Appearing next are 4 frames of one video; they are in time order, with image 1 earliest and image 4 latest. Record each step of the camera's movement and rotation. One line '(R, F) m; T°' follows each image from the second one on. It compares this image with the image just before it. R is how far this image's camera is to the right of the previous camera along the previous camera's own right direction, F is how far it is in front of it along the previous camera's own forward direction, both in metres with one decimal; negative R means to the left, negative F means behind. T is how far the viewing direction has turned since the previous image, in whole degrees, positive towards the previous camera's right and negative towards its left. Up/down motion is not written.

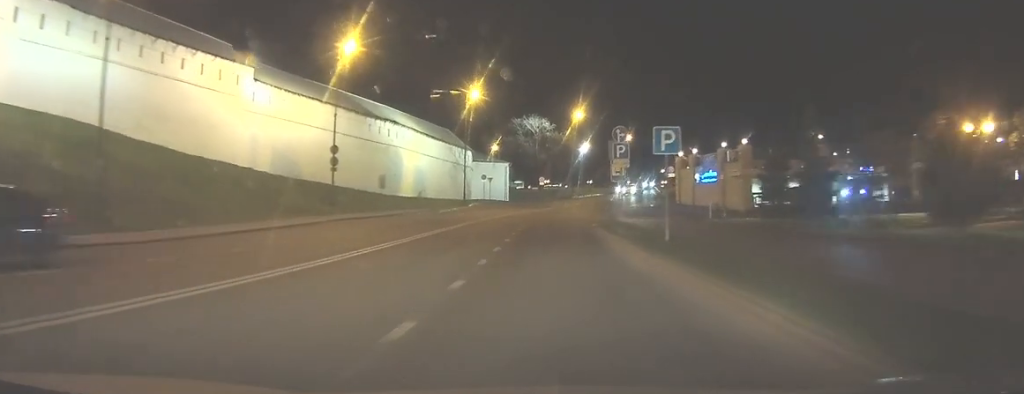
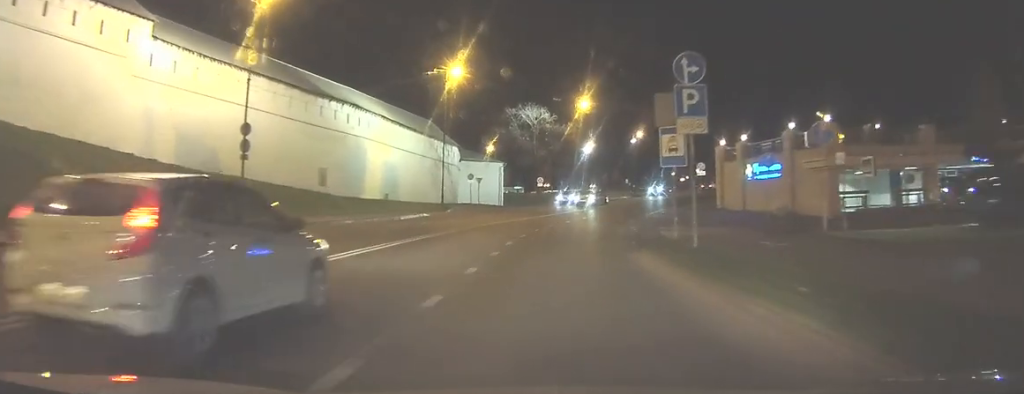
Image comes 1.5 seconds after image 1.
(-0.1, +14.2) m; 0°
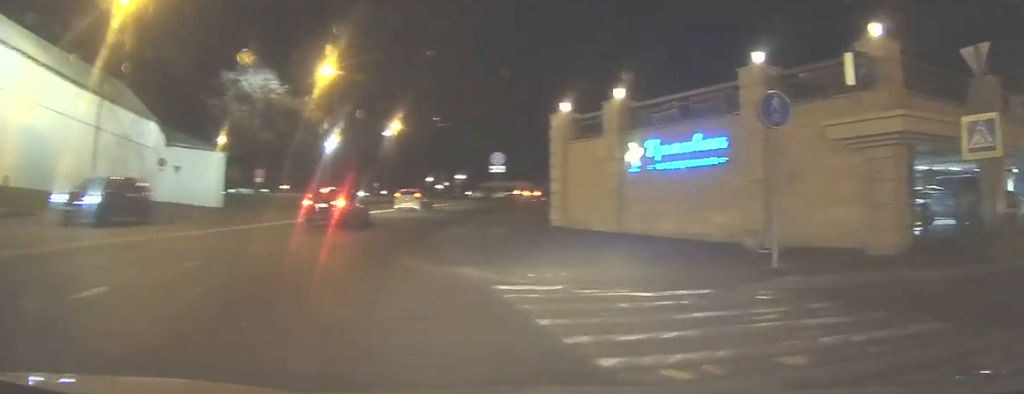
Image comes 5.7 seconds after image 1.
(+2.9, +22.8) m; +35°
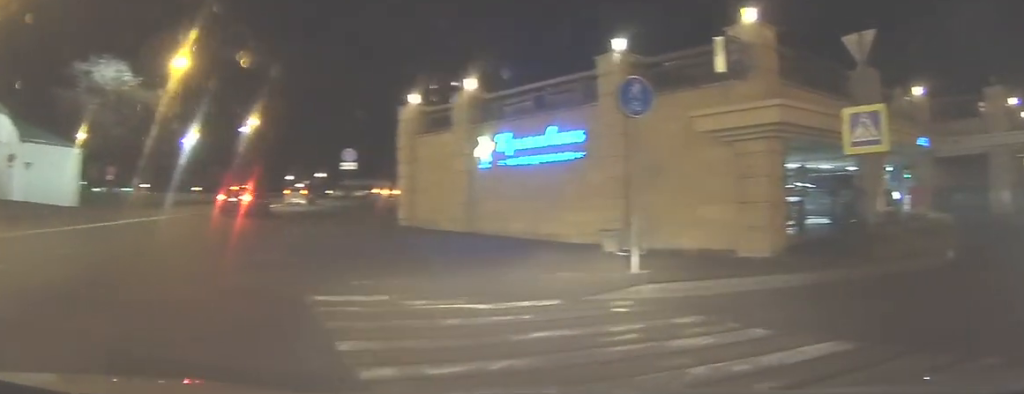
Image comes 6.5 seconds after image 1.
(+0.3, +1.4) m; +13°
